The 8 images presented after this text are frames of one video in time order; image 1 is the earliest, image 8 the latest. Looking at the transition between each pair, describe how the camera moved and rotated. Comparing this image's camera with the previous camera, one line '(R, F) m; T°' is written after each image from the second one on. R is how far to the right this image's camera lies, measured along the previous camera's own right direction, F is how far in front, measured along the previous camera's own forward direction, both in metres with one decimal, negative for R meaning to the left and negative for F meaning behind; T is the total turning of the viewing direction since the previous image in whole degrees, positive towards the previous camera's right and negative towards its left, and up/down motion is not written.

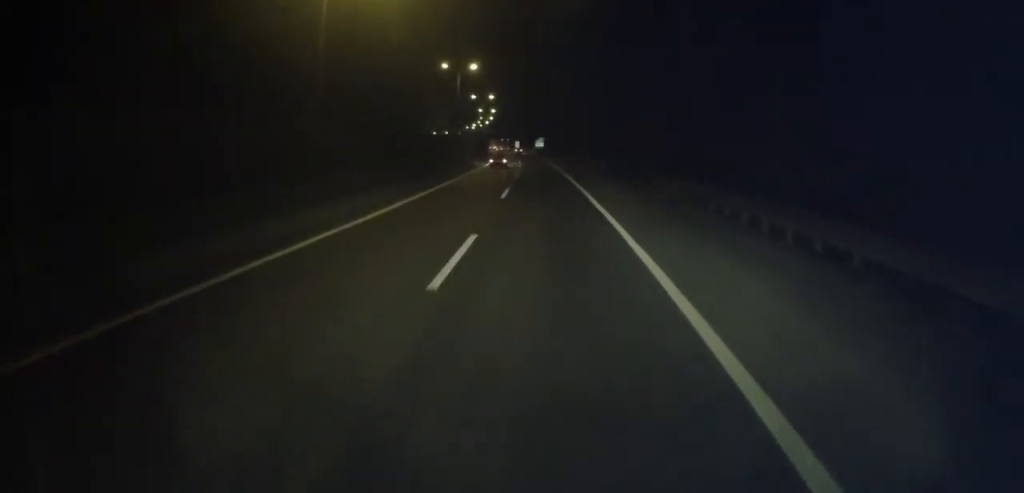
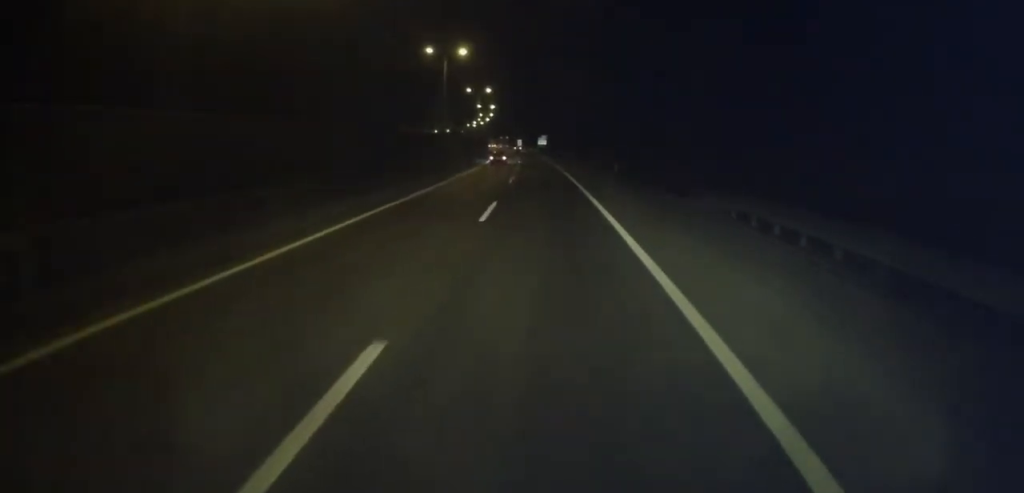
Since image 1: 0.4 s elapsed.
(+0.2, +9.2) m; 0°
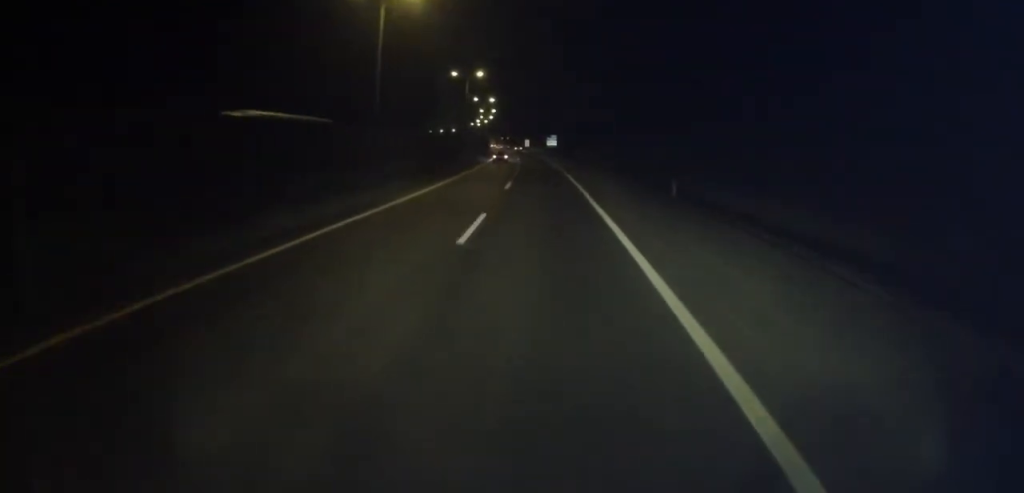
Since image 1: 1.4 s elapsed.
(-0.5, +22.5) m; -1°
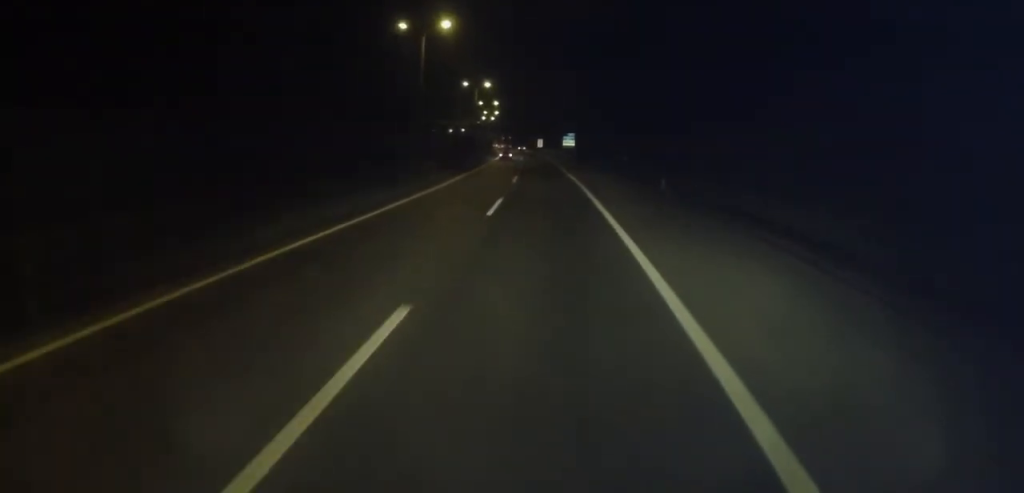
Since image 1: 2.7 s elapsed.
(+0.2, +30.2) m; +1°
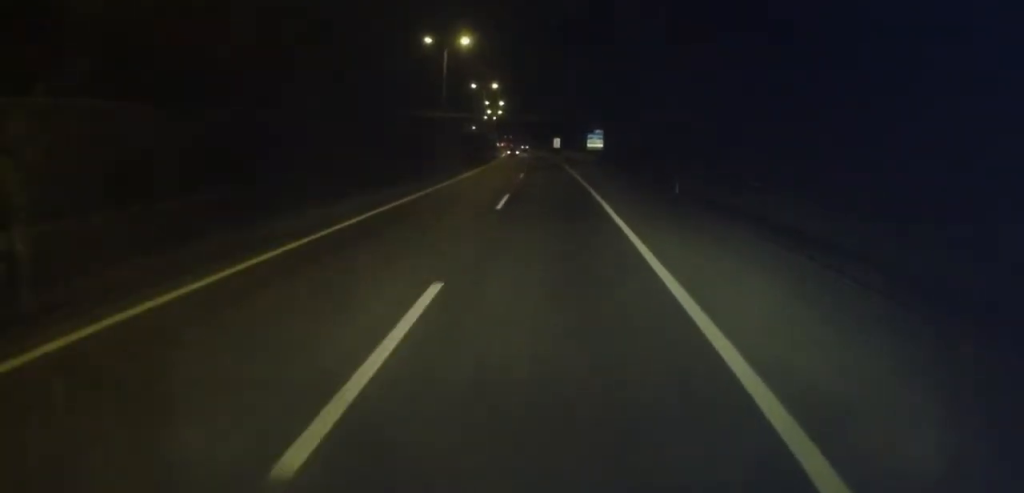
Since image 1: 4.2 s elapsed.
(-0.5, +34.4) m; -2°
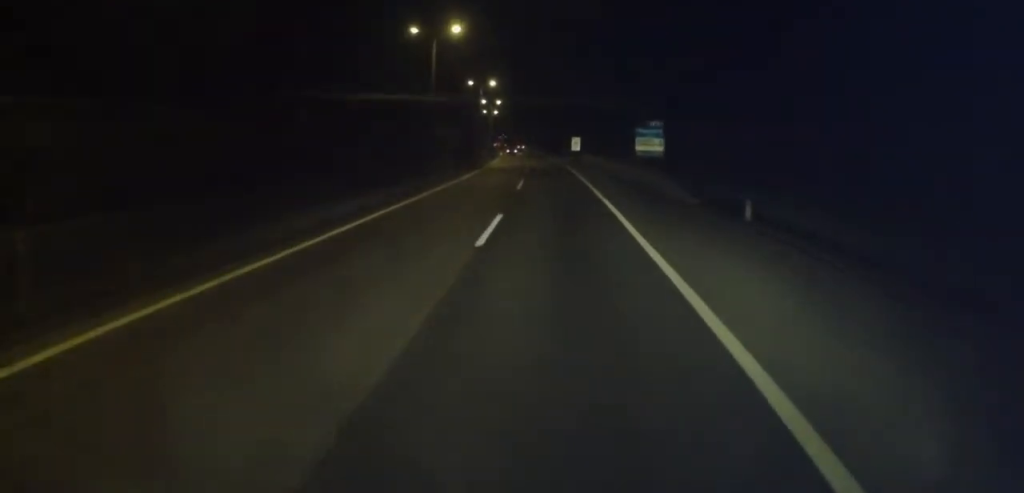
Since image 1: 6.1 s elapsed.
(-0.9, +43.2) m; -3°
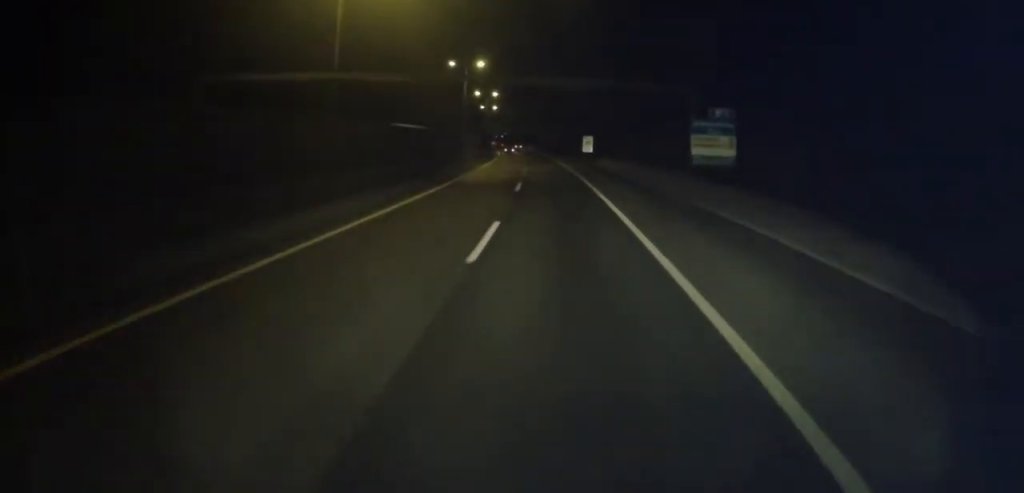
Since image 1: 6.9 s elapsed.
(-0.3, +19.4) m; -1°
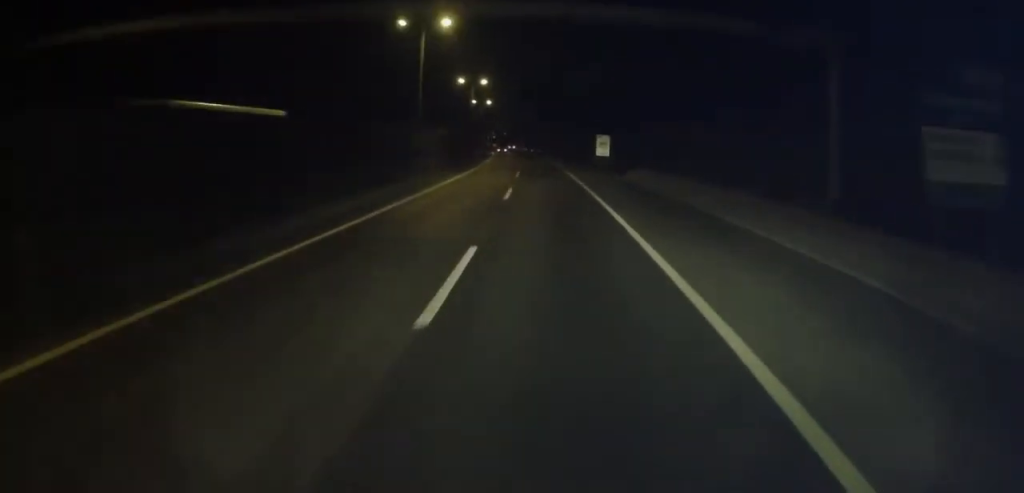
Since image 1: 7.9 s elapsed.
(+0.1, +21.2) m; 0°
